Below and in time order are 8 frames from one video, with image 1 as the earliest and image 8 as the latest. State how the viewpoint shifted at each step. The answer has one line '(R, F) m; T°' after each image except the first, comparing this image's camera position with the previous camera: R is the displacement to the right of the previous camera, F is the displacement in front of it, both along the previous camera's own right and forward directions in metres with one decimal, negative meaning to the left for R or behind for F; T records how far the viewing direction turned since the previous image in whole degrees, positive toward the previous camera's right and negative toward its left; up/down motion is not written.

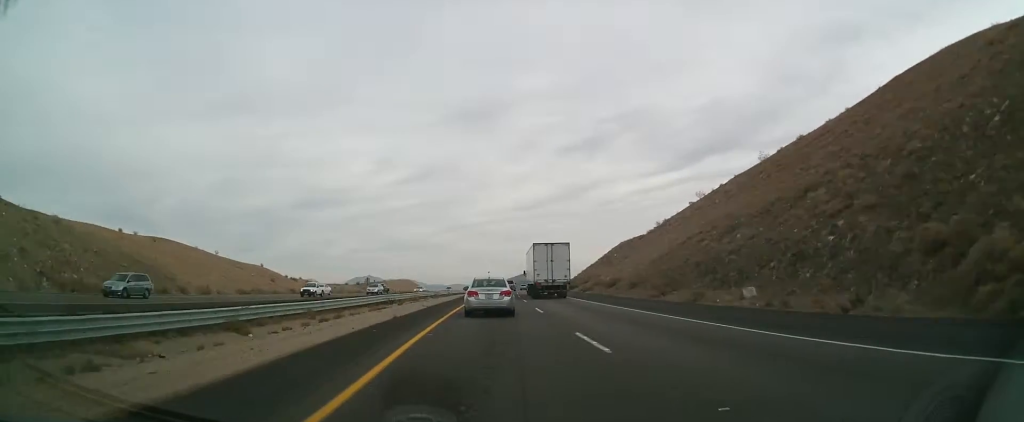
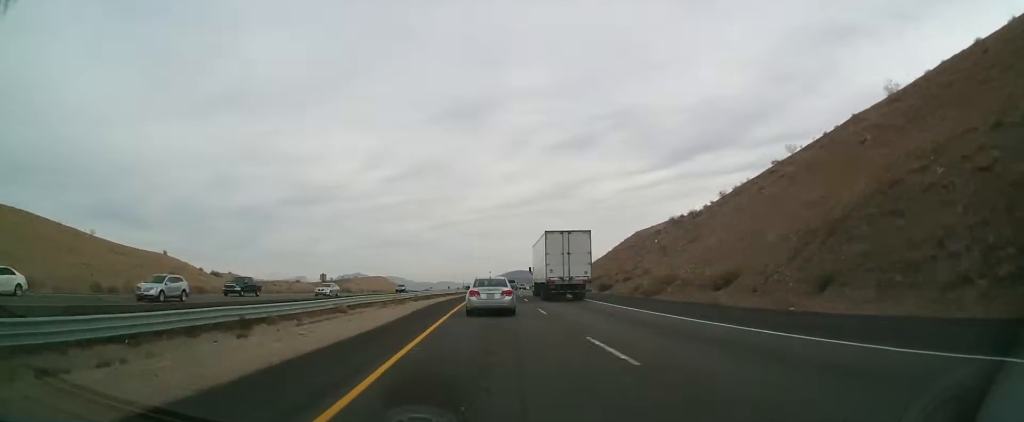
(+0.5, +30.6) m; +1°
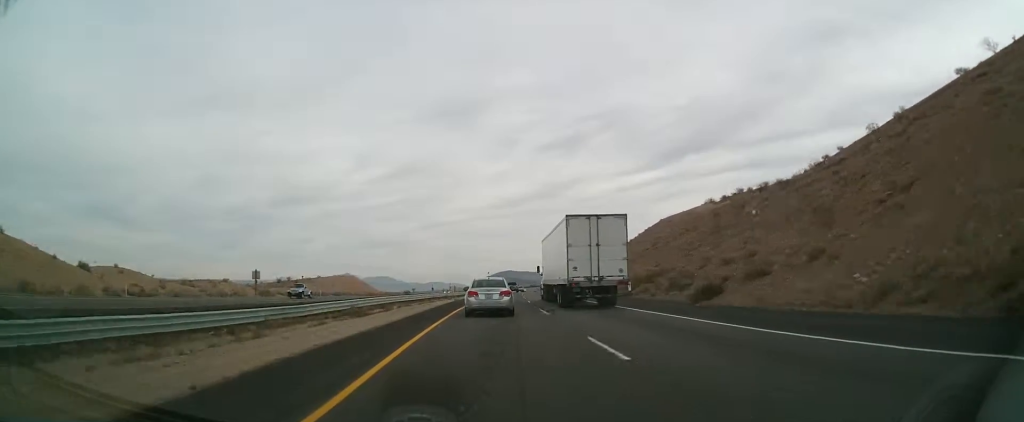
(+0.2, +29.5) m; 0°
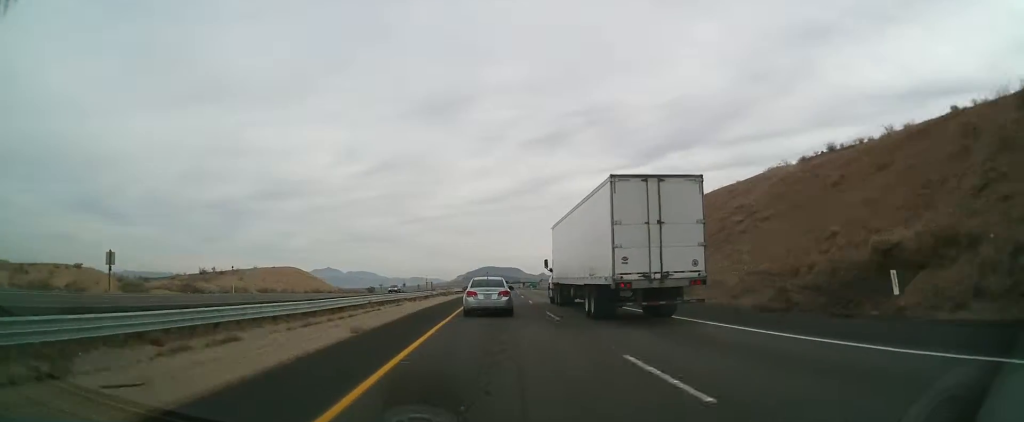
(0.0, +32.5) m; +1°
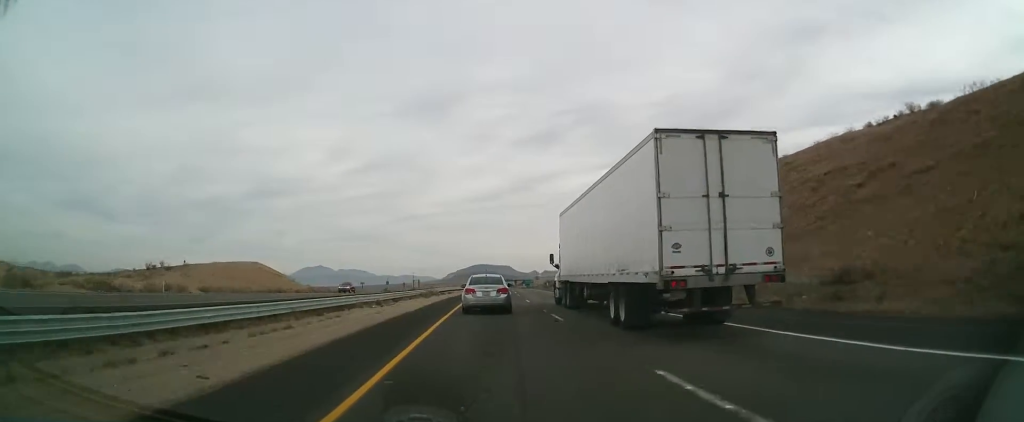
(0.0, +16.3) m; +1°
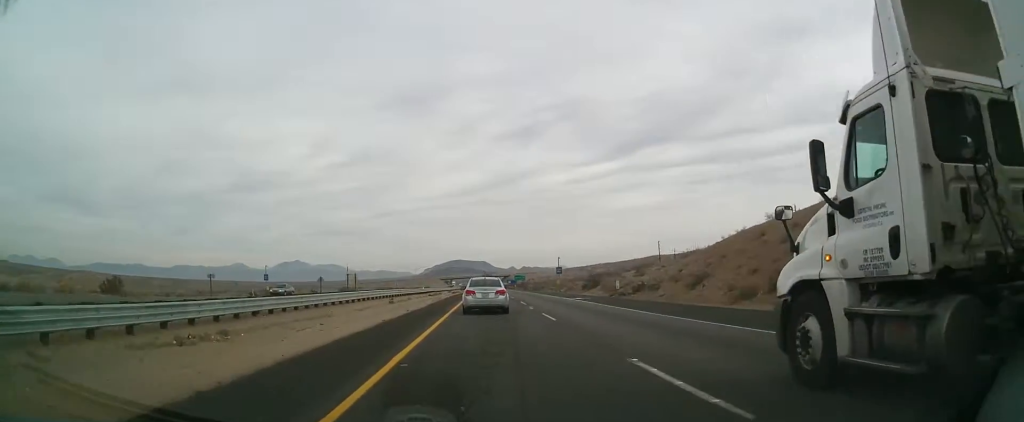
(+3.5, +86.0) m; +4°
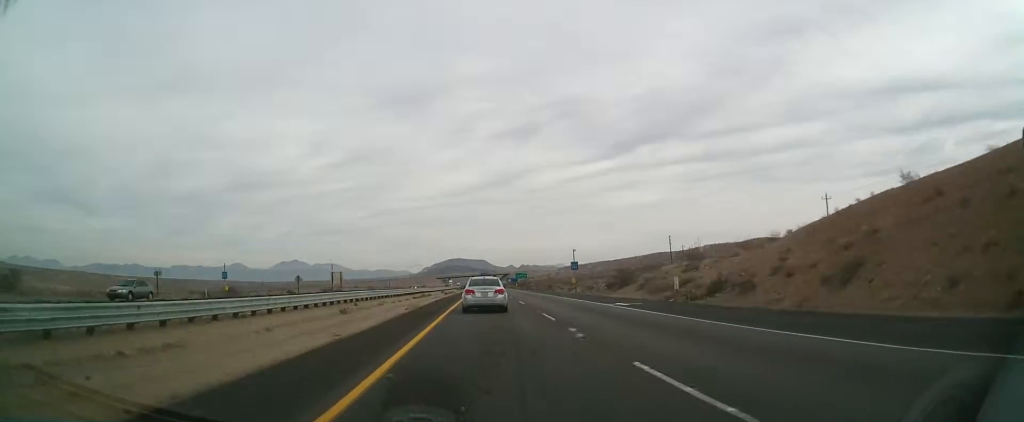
(+0.2, +15.0) m; 0°
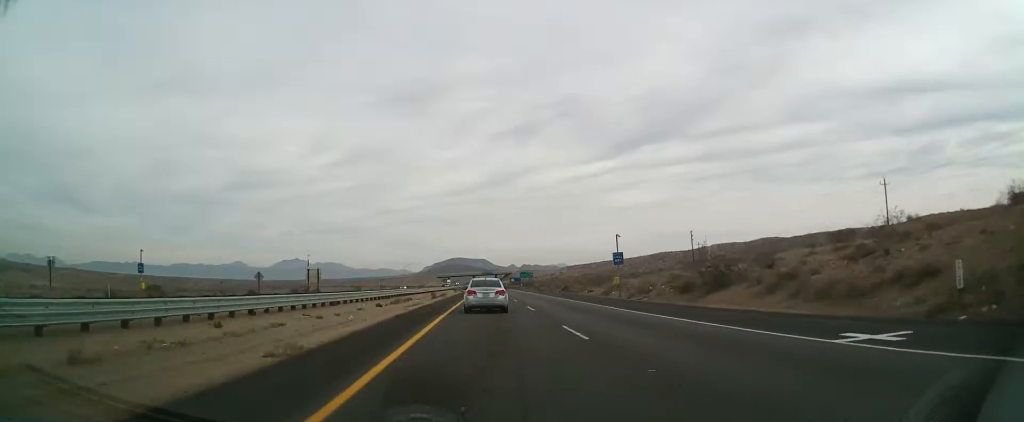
(+0.1, +21.0) m; 0°
